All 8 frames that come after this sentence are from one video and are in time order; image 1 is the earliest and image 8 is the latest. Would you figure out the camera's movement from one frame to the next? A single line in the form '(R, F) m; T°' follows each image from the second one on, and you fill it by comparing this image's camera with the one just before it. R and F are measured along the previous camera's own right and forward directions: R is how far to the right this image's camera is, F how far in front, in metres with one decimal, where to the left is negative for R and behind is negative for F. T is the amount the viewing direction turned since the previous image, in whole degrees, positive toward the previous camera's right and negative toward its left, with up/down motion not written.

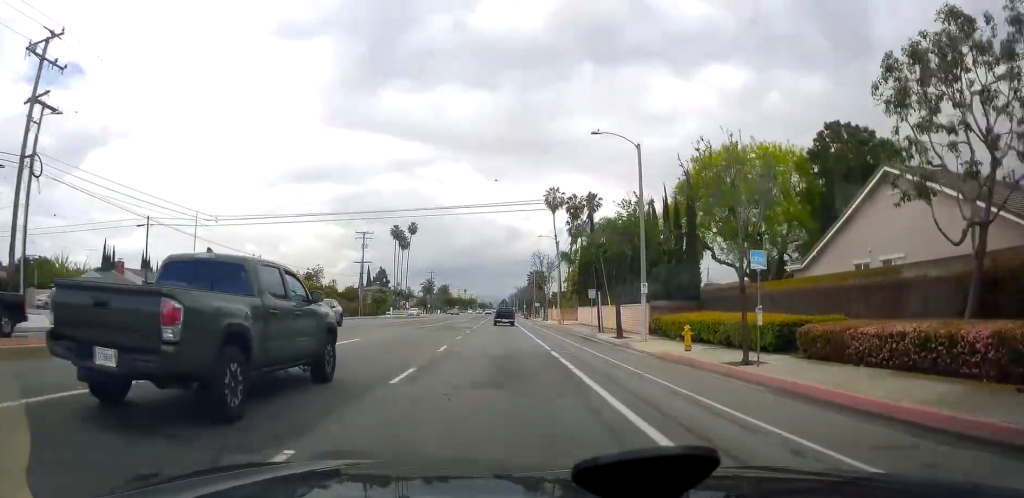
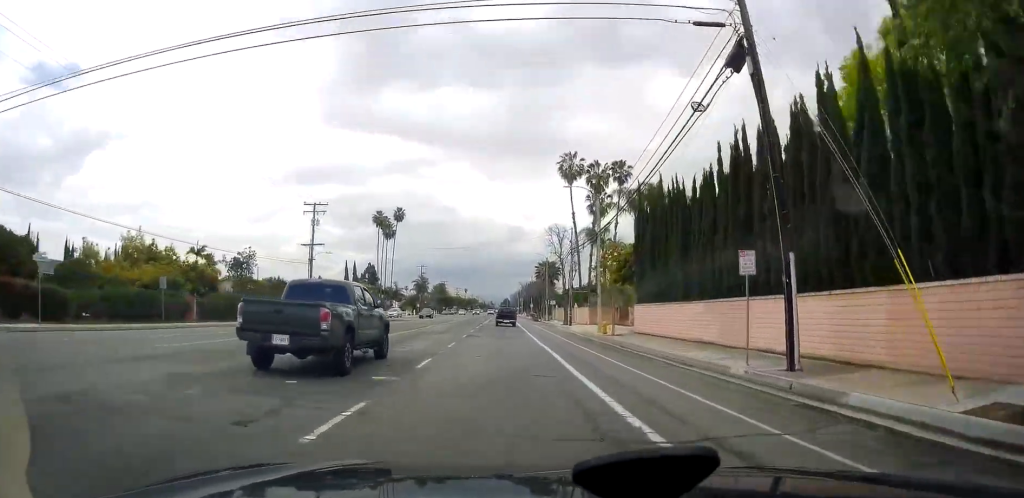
(0.0, +26.2) m; -1°
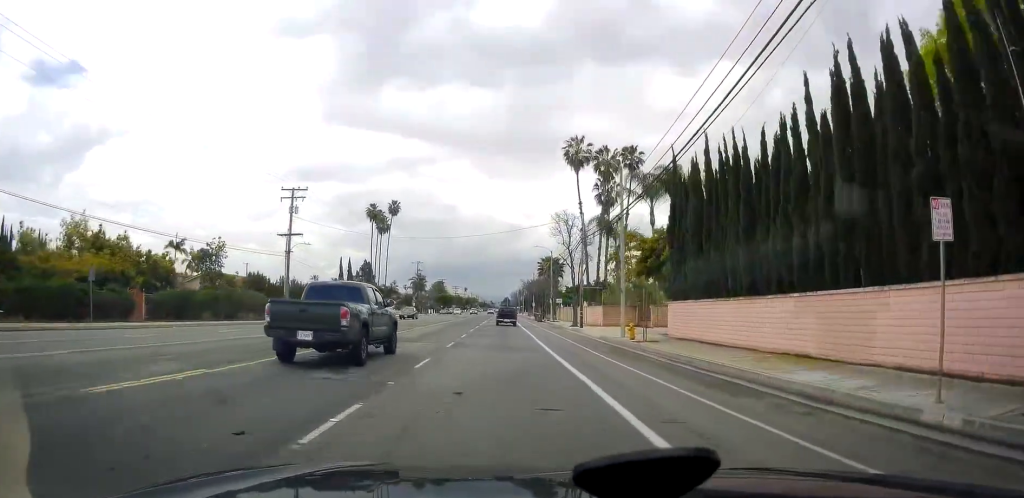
(0.0, +7.6) m; -1°
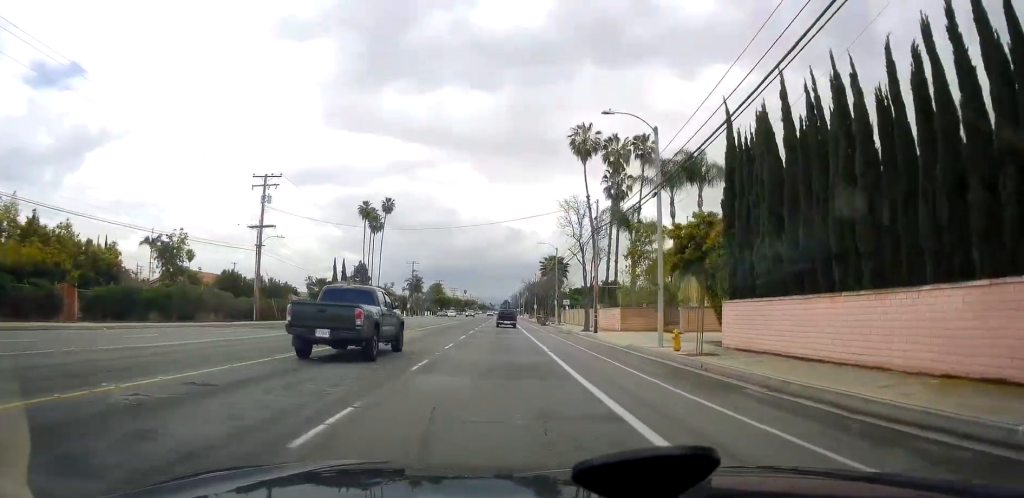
(-0.3, +7.5) m; 0°
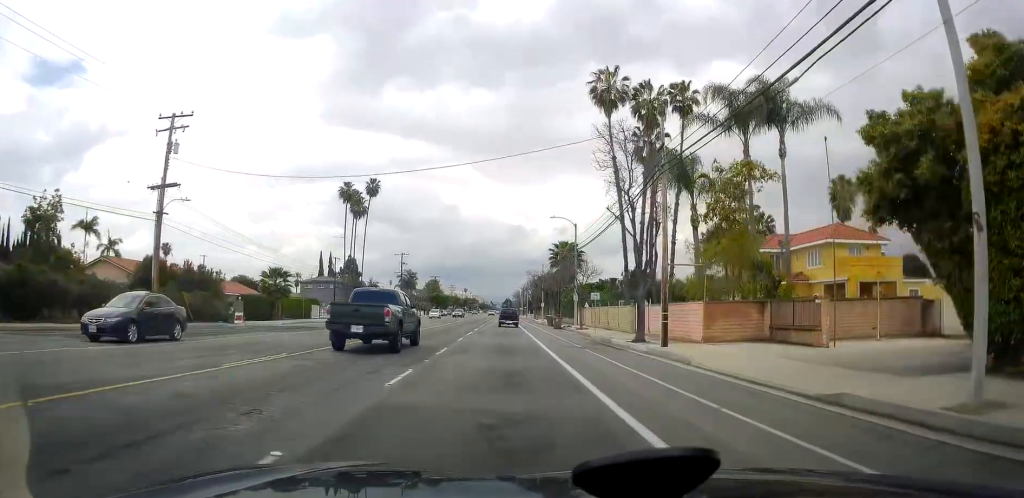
(+0.3, +17.2) m; +2°
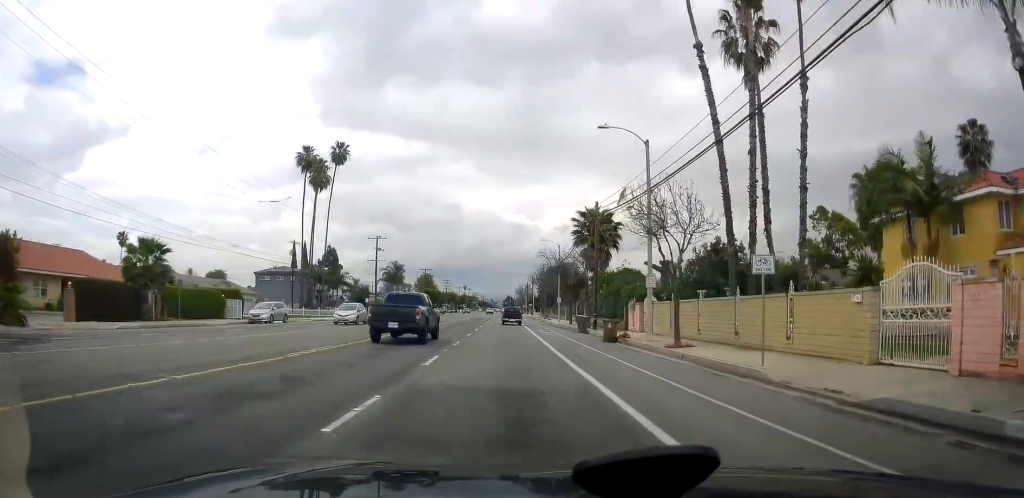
(+0.1, +25.5) m; 0°
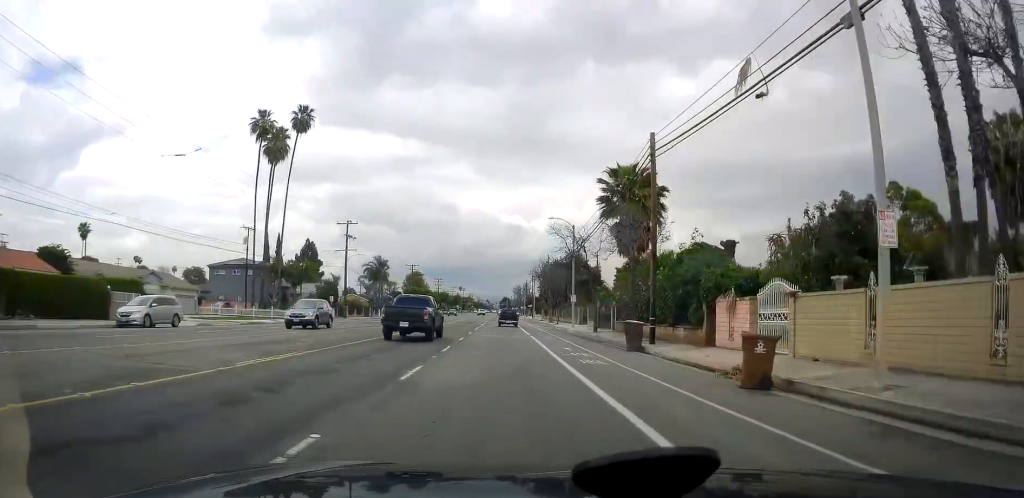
(0.0, +17.7) m; 0°
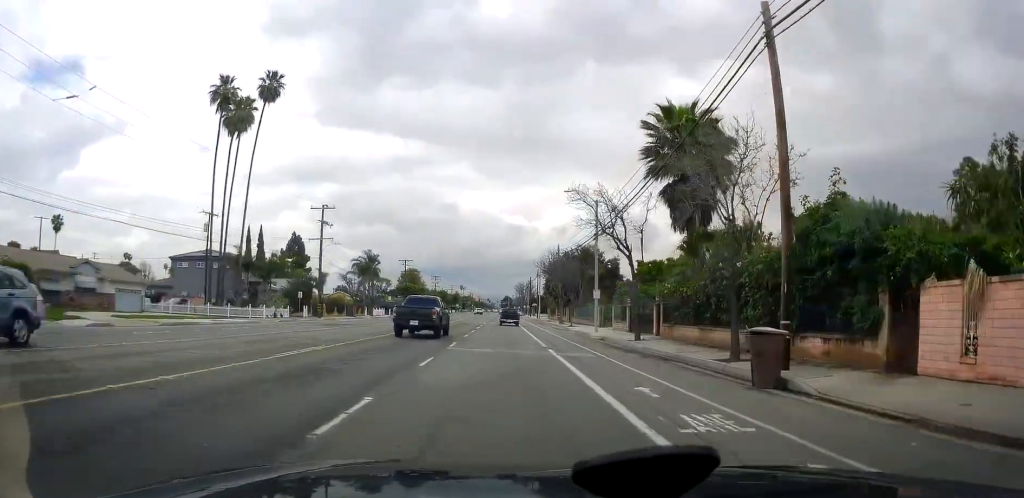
(0.0, +12.5) m; 0°
